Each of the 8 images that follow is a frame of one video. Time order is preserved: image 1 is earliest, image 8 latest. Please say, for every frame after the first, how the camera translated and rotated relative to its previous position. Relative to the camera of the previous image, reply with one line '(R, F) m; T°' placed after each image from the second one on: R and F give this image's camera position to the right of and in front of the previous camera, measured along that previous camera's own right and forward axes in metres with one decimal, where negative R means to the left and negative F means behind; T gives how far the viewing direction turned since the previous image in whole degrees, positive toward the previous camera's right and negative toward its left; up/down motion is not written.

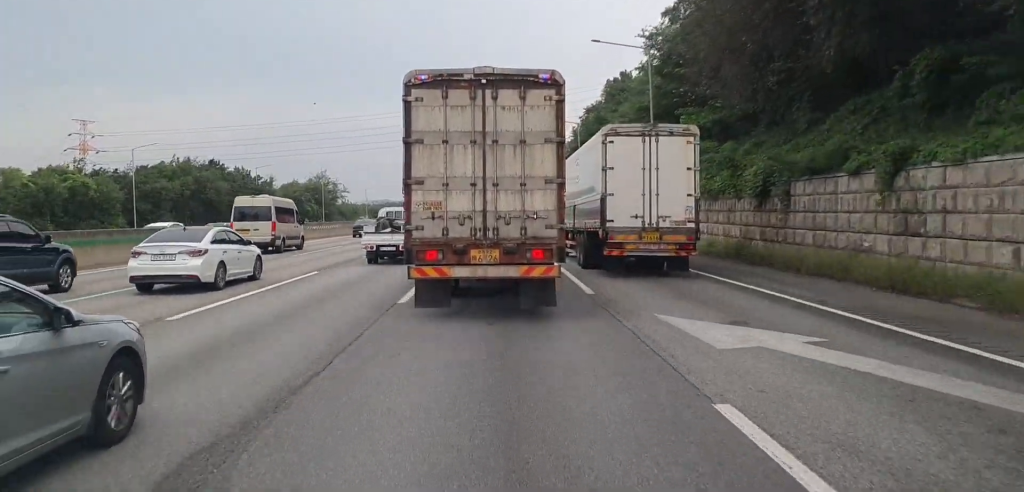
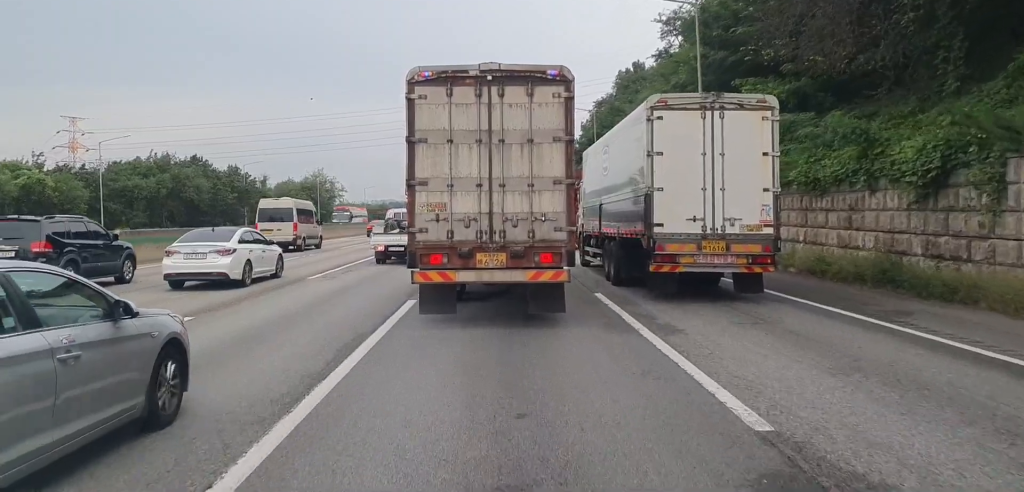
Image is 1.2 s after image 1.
(+0.4, +10.2) m; 0°
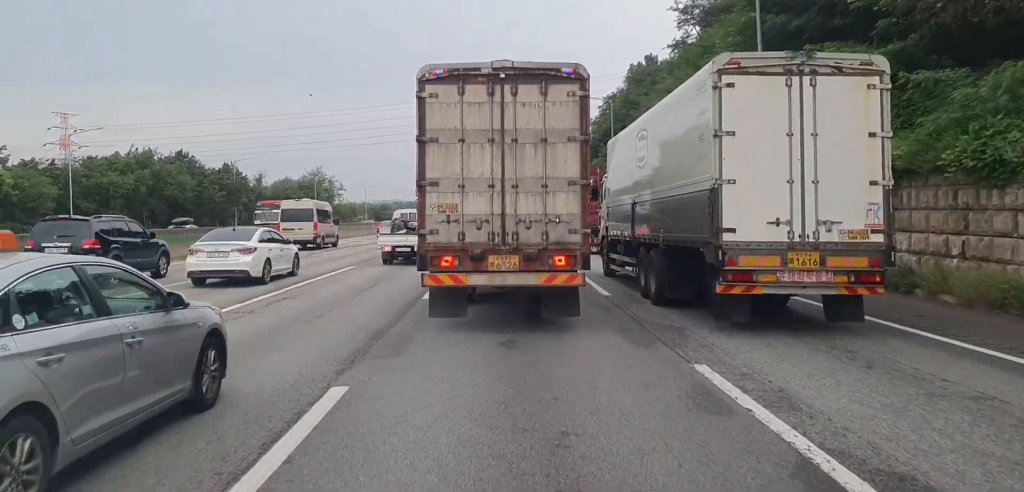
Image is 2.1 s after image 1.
(-0.1, +8.1) m; -4°
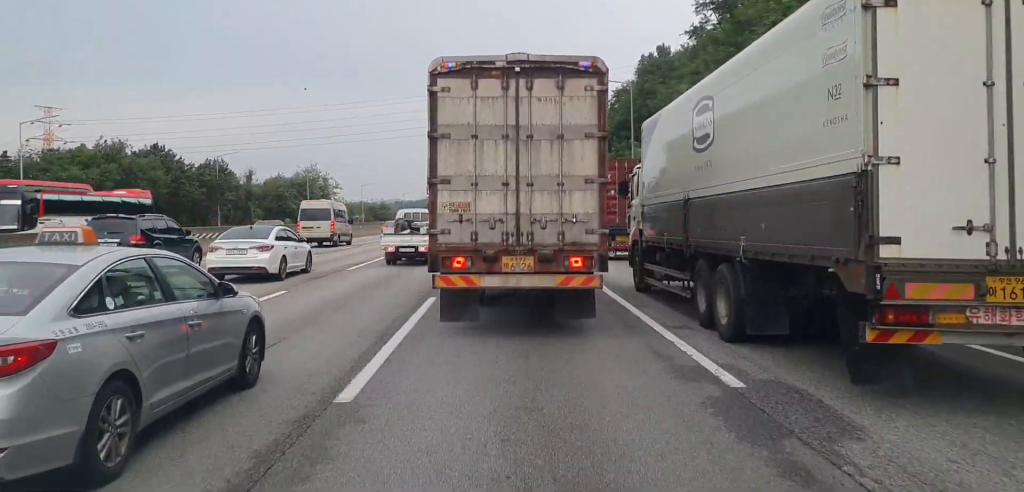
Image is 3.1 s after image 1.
(-0.5, +9.1) m; -1°
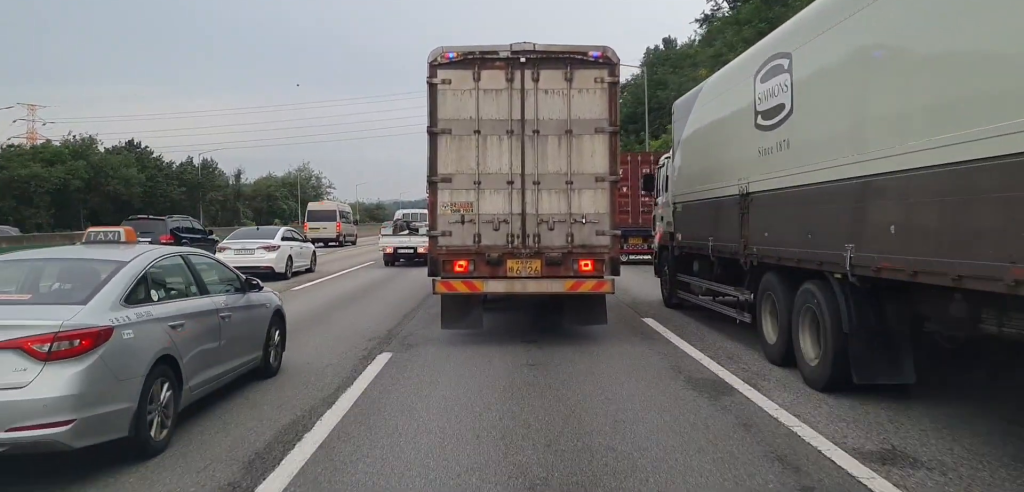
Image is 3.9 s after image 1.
(+0.3, +6.8) m; +2°
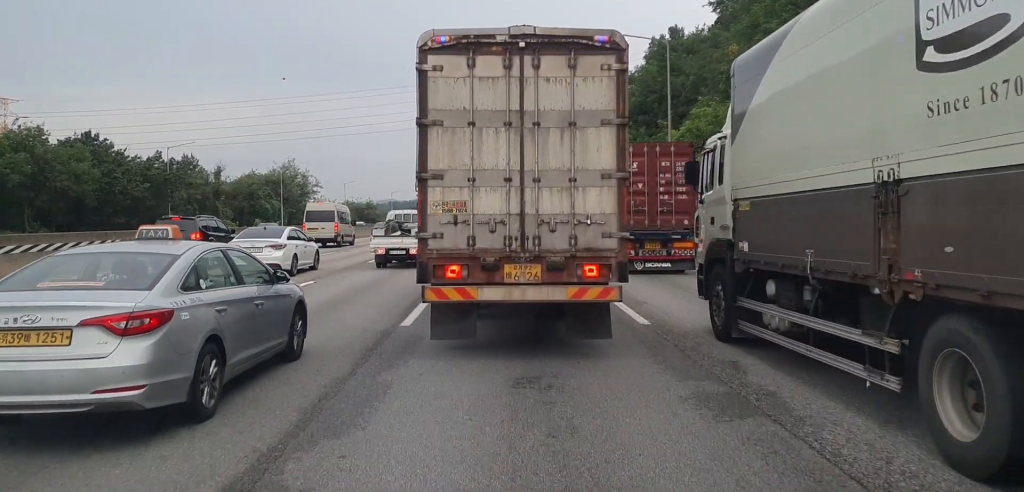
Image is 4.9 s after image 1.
(+0.1, +8.6) m; 0°
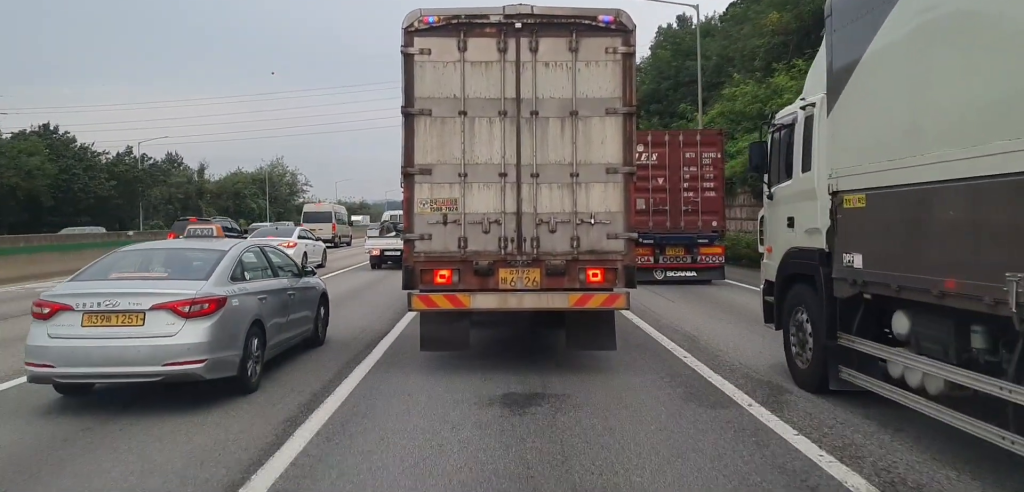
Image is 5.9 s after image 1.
(0.0, +7.6) m; +1°
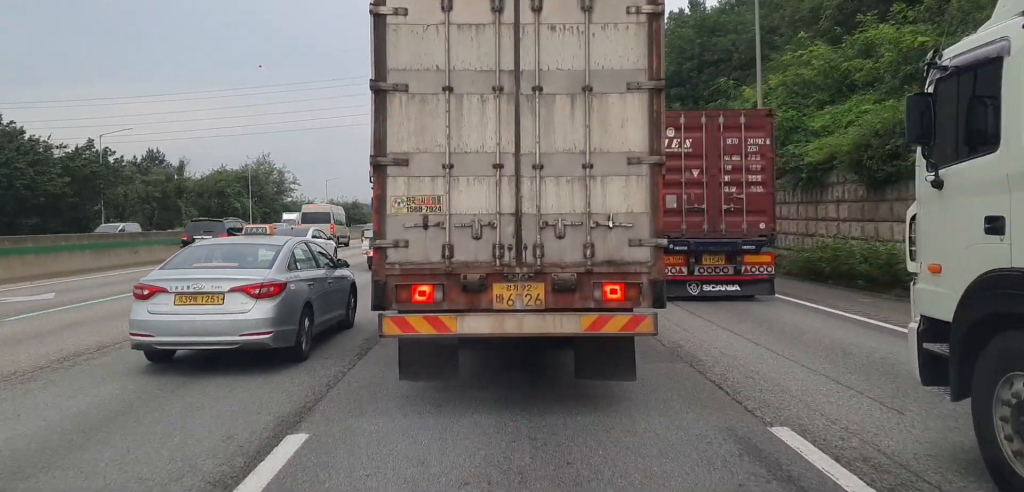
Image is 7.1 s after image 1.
(+0.1, +8.8) m; +1°
